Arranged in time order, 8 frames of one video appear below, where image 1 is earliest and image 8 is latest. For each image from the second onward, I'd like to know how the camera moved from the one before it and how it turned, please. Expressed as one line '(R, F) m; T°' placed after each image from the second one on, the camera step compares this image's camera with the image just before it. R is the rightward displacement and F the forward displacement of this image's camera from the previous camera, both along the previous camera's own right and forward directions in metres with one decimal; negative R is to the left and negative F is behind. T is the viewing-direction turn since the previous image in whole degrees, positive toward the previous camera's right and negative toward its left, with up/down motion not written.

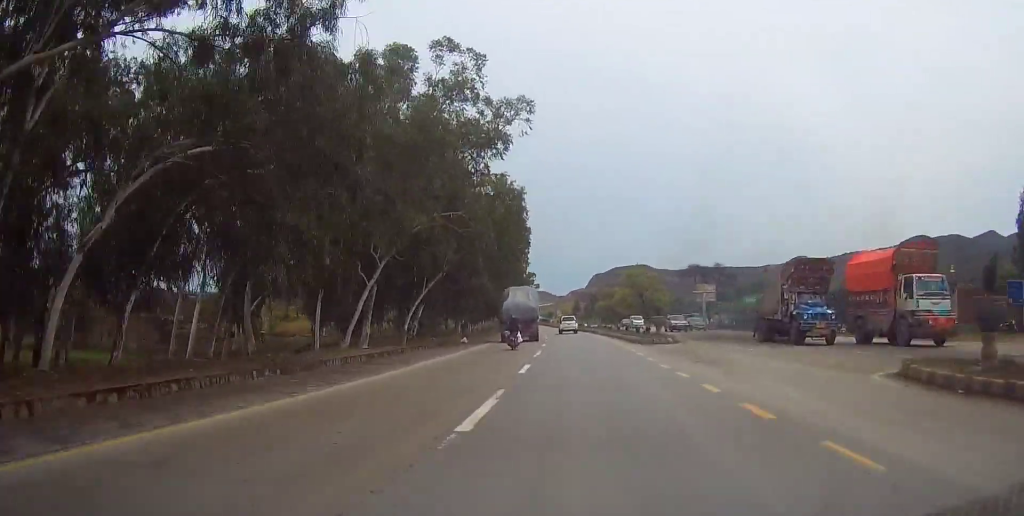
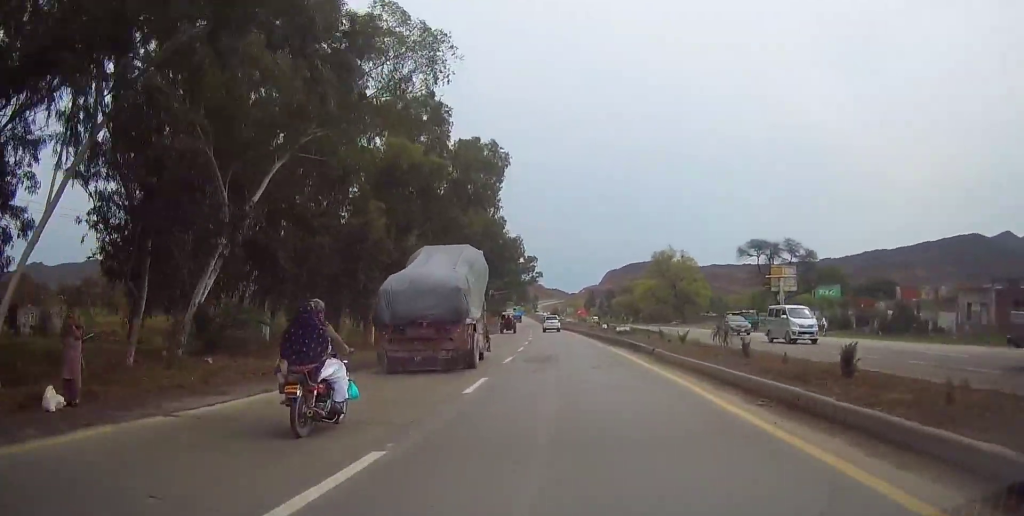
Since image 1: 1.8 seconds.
(-0.4, +40.6) m; -2°
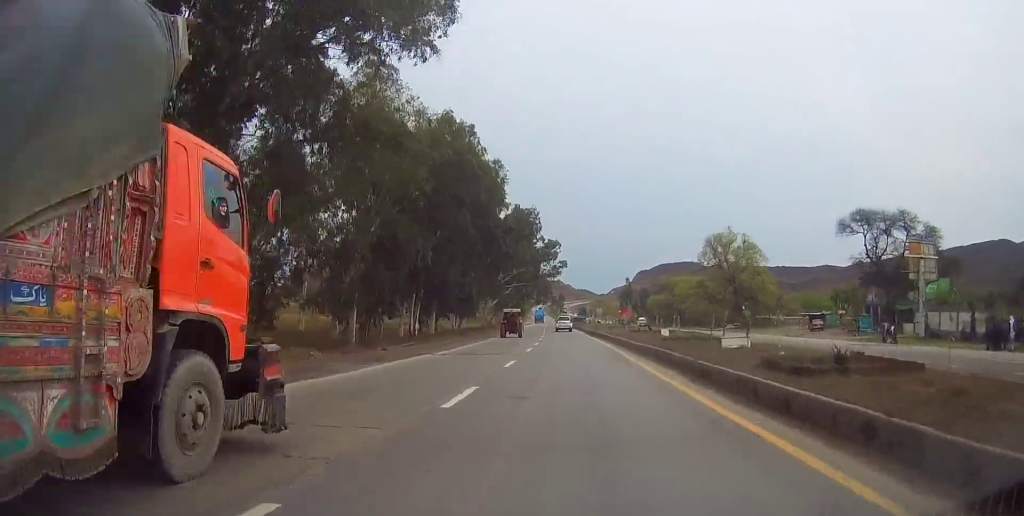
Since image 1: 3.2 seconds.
(-0.7, +29.5) m; -2°
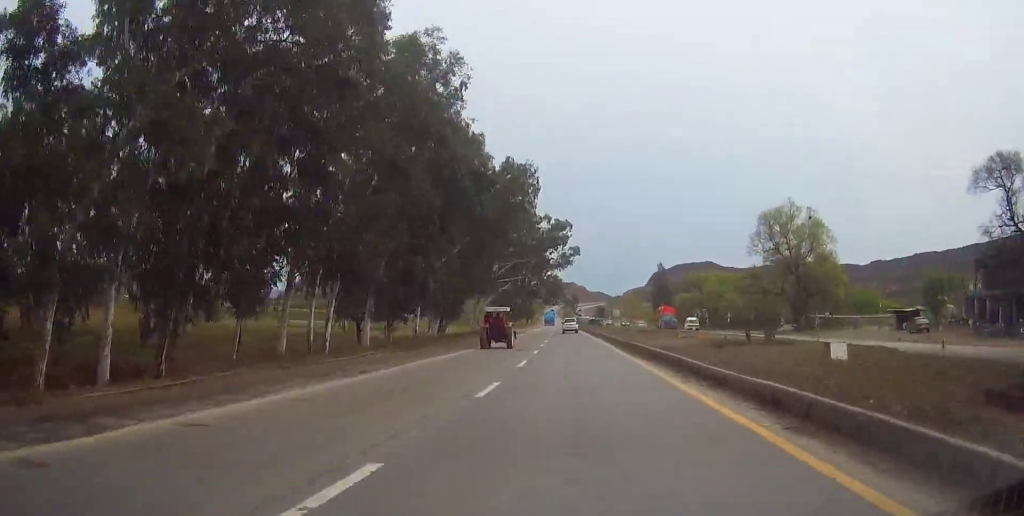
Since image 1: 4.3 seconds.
(-0.4, +25.3) m; -1°
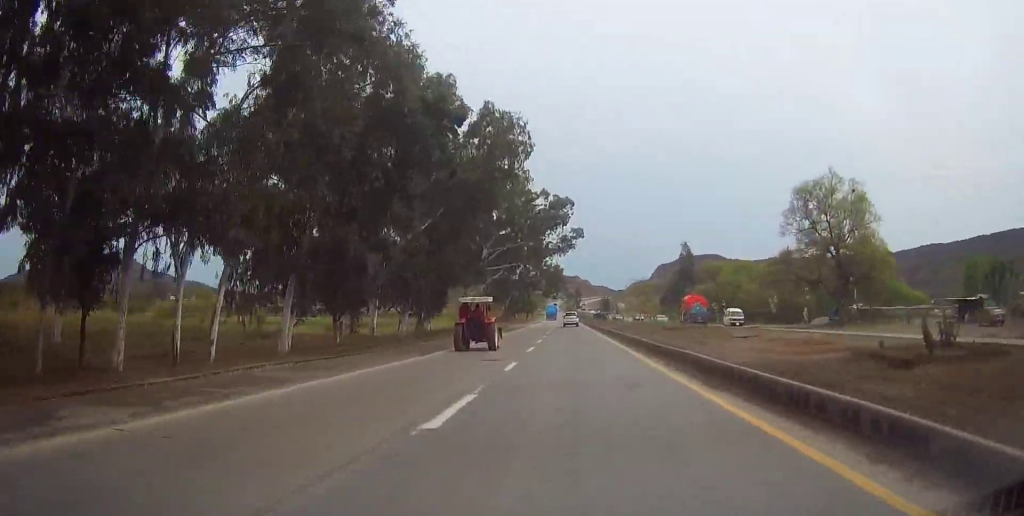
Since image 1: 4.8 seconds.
(-0.4, +12.8) m; 0°
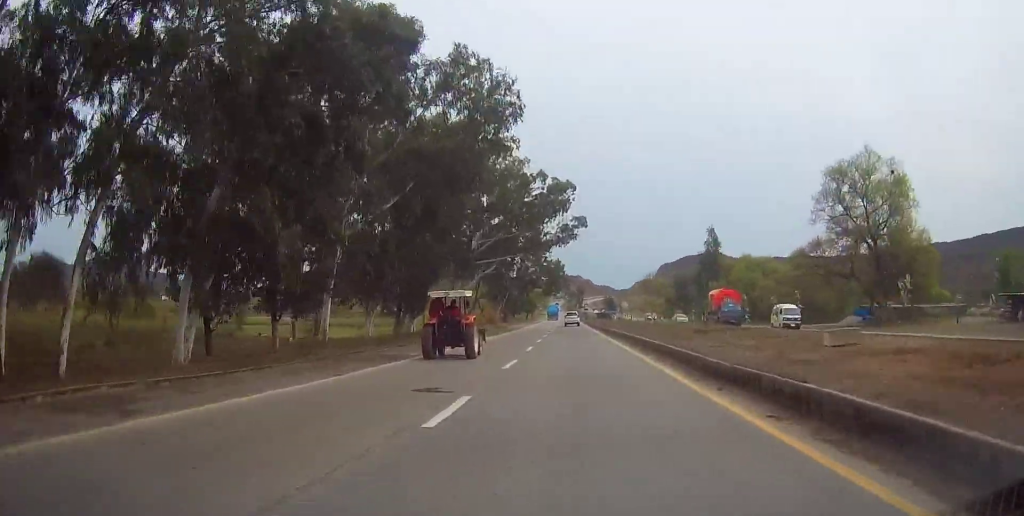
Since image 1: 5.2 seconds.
(+0.3, +9.0) m; 0°
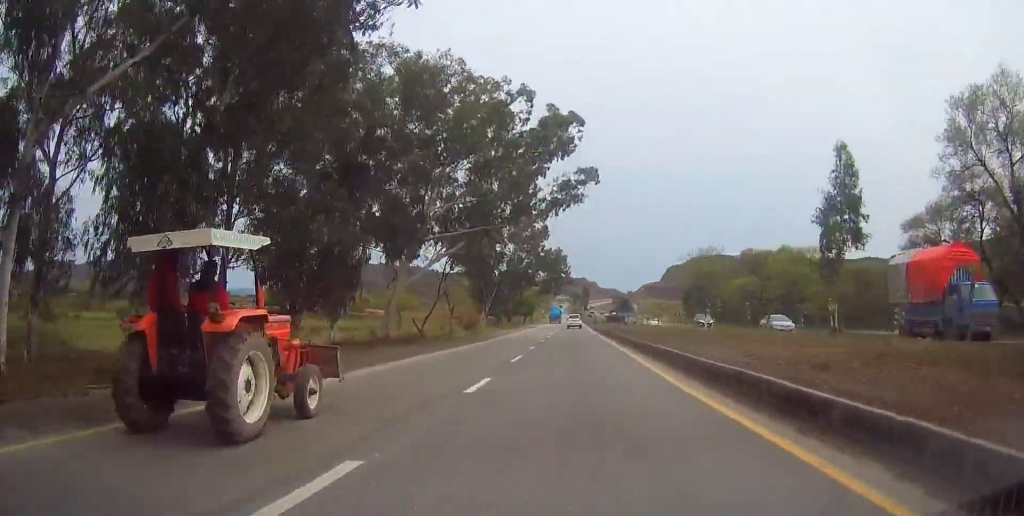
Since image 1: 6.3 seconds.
(+0.1, +23.3) m; -1°
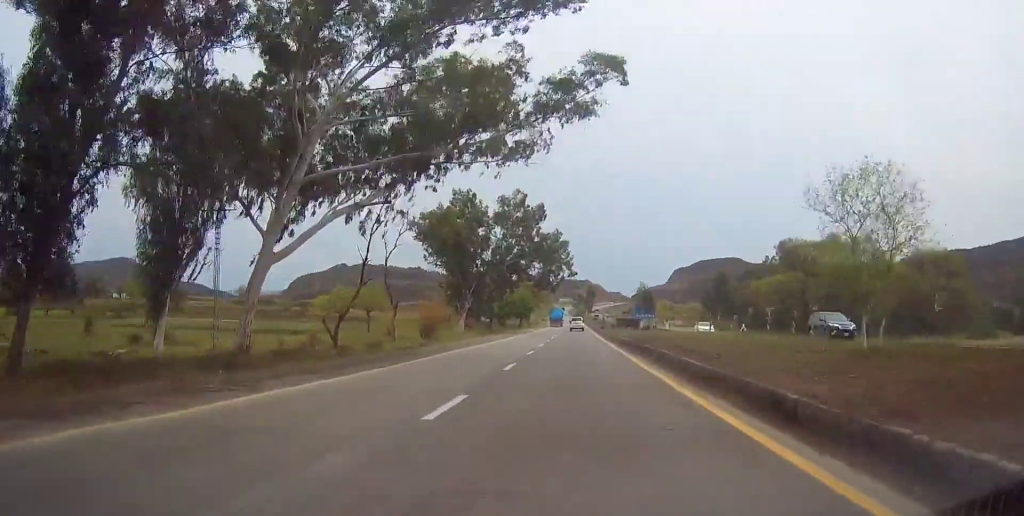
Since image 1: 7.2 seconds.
(-0.3, +20.6) m; 0°
